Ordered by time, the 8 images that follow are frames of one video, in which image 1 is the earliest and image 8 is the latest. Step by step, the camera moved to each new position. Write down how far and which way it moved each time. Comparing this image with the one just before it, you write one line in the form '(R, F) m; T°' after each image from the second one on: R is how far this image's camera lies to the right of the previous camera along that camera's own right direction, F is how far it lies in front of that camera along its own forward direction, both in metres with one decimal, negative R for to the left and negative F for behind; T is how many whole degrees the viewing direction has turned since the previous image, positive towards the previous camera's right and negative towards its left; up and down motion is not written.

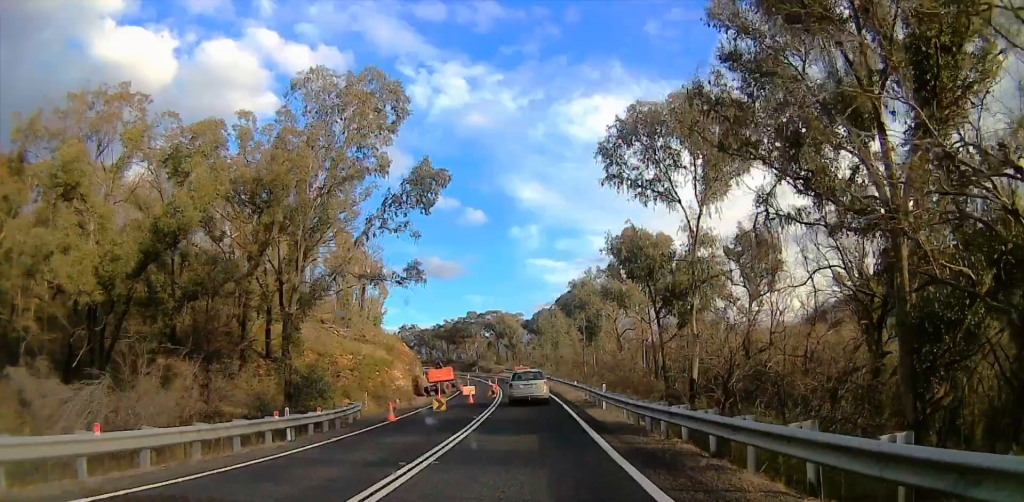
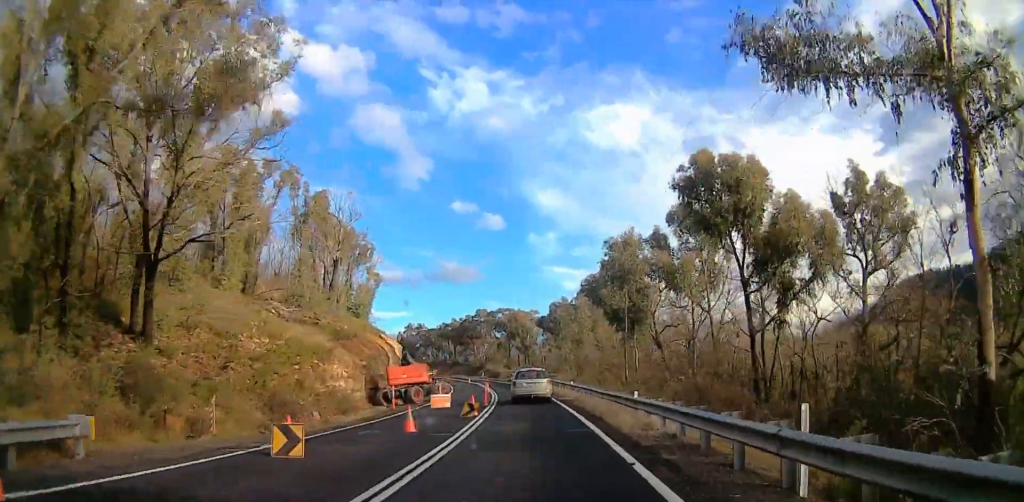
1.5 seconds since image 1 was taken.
(+0.3, +19.3) m; 0°
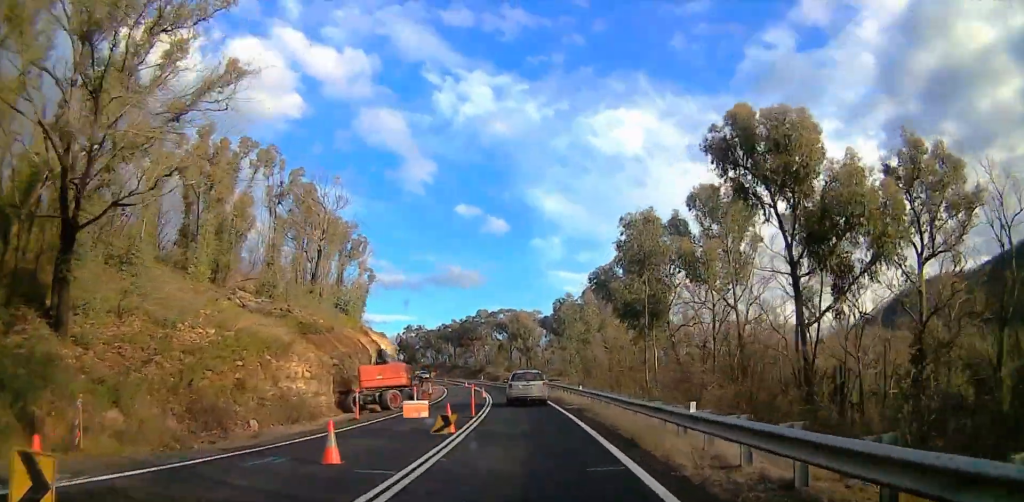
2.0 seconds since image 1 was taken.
(+0.1, +6.6) m; -4°
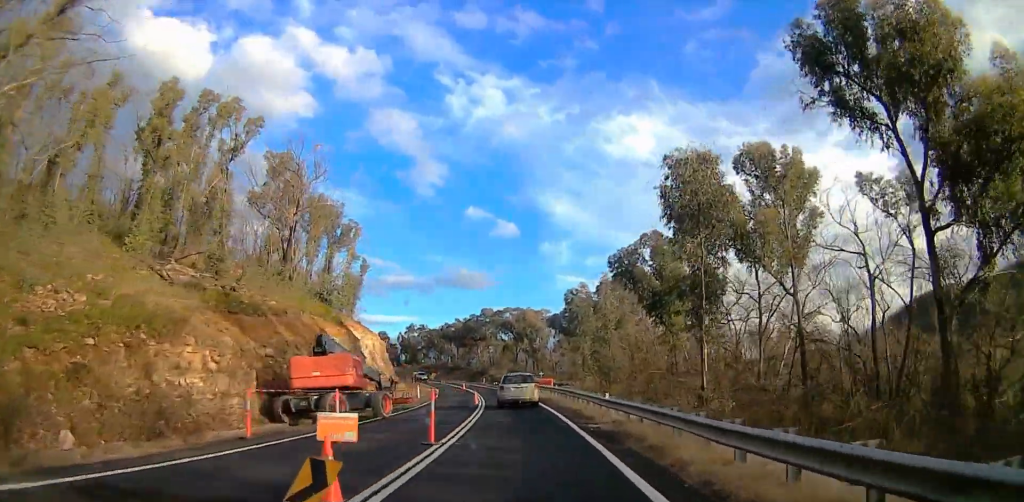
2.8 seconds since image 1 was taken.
(-0.5, +9.5) m; -4°
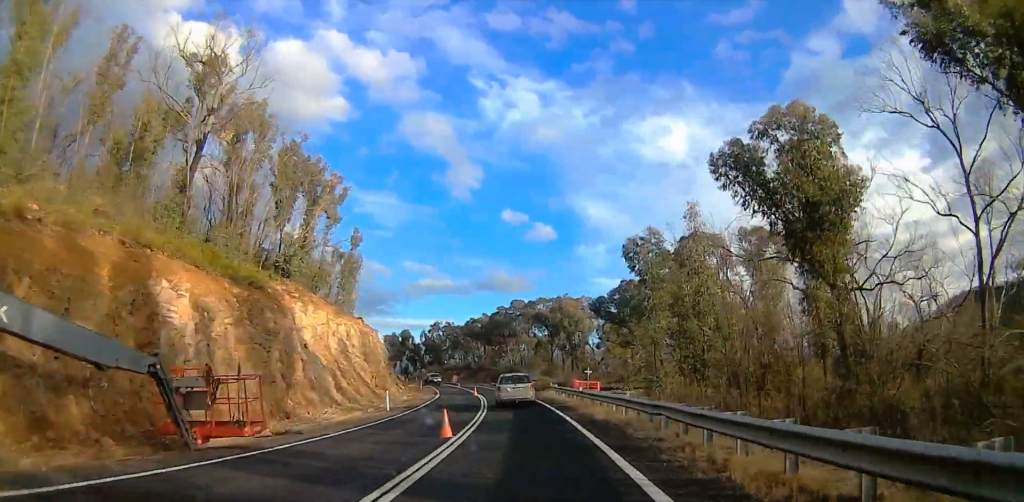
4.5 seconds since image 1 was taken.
(-0.6, +21.5) m; +1°
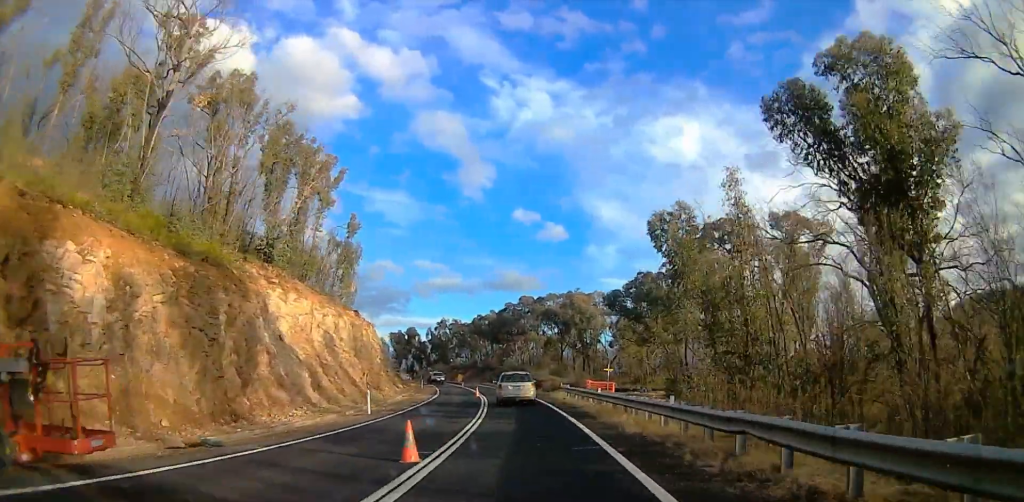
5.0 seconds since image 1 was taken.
(0.0, +5.5) m; 0°
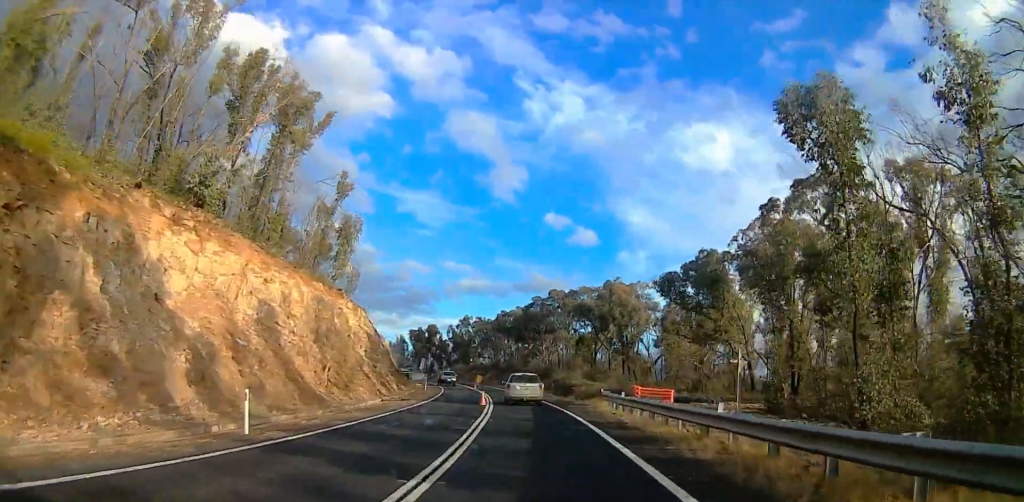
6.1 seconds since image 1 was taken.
(0.0, +14.6) m; 0°
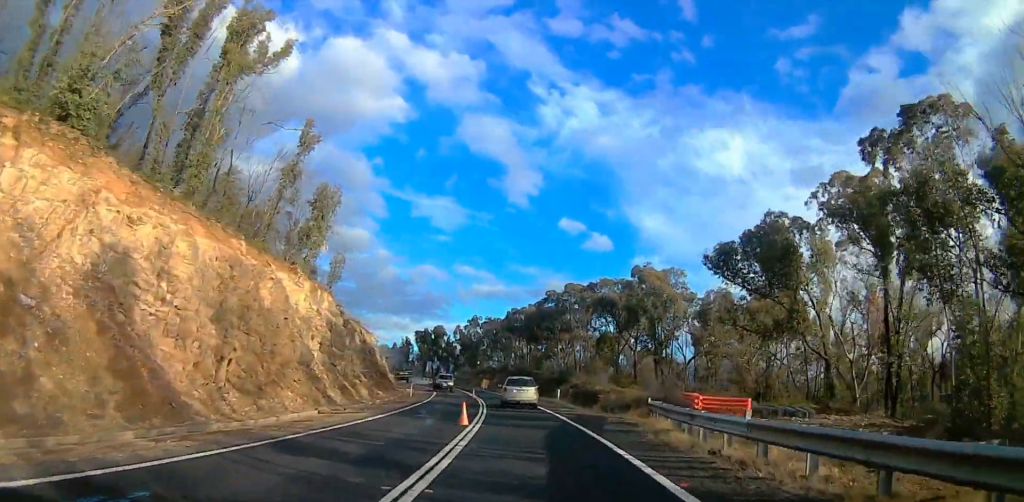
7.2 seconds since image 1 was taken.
(0.0, +13.2) m; 0°
